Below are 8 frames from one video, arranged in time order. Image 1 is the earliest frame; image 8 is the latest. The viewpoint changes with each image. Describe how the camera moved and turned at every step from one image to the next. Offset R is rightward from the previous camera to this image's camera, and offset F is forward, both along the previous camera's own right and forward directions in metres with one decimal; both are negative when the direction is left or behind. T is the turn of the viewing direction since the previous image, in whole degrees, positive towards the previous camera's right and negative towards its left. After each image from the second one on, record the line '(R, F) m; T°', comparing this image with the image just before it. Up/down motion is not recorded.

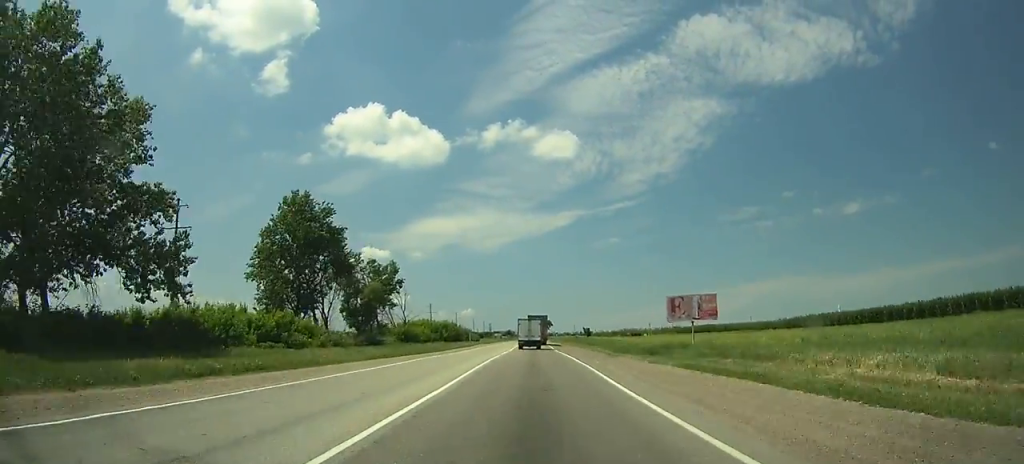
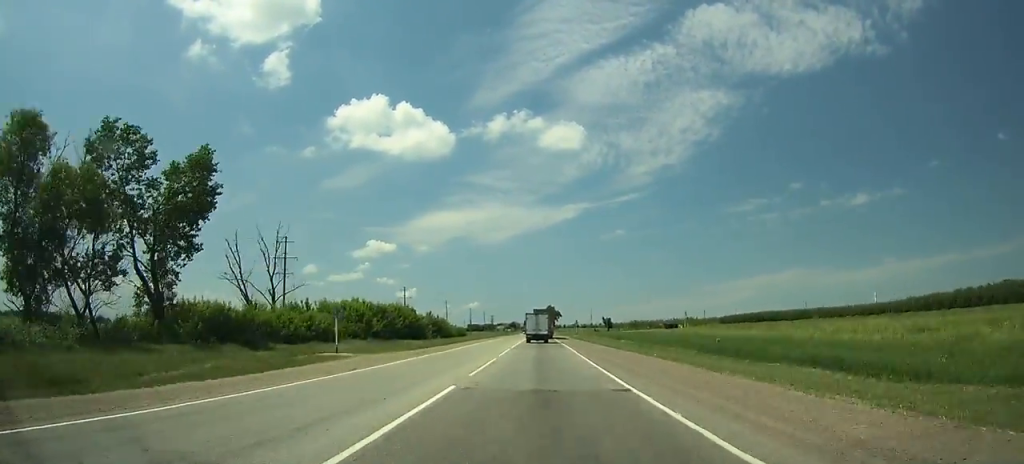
(+0.1, +69.1) m; 0°
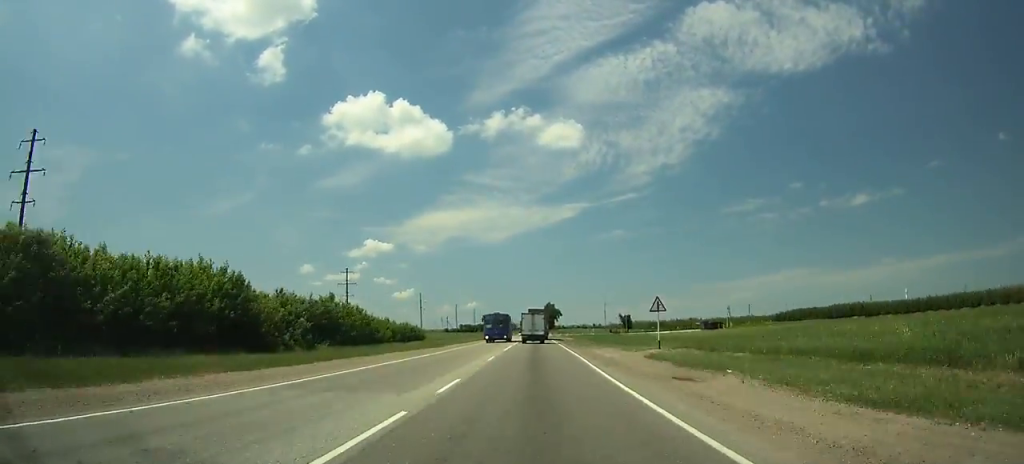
(-0.2, +64.2) m; 0°
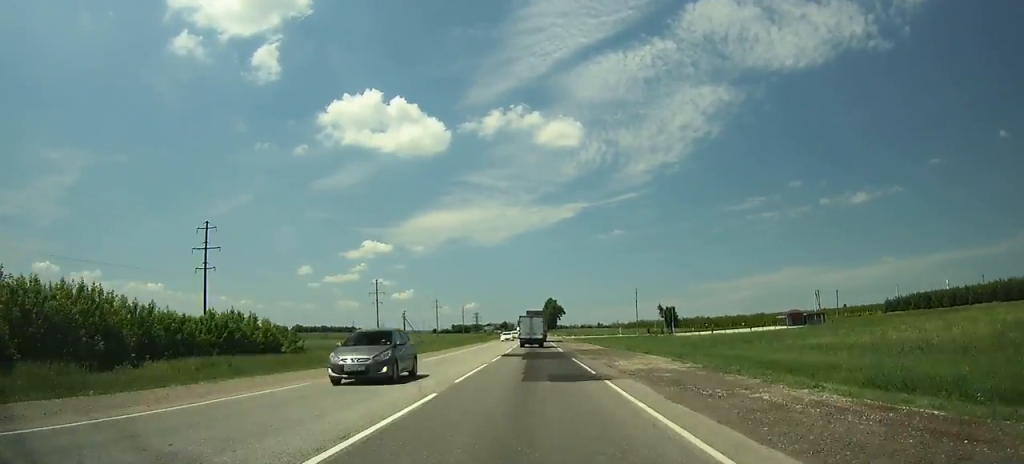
(+0.1, +67.7) m; 0°
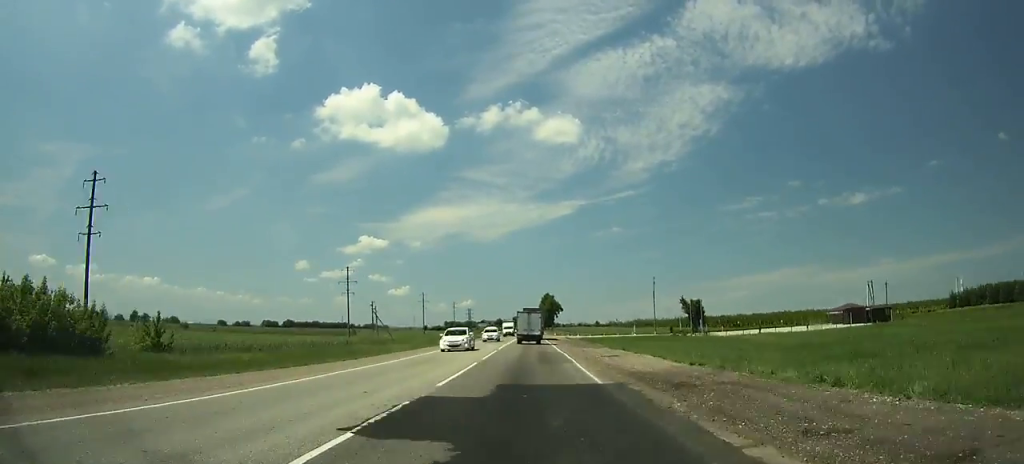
(-0.1, +26.5) m; 0°
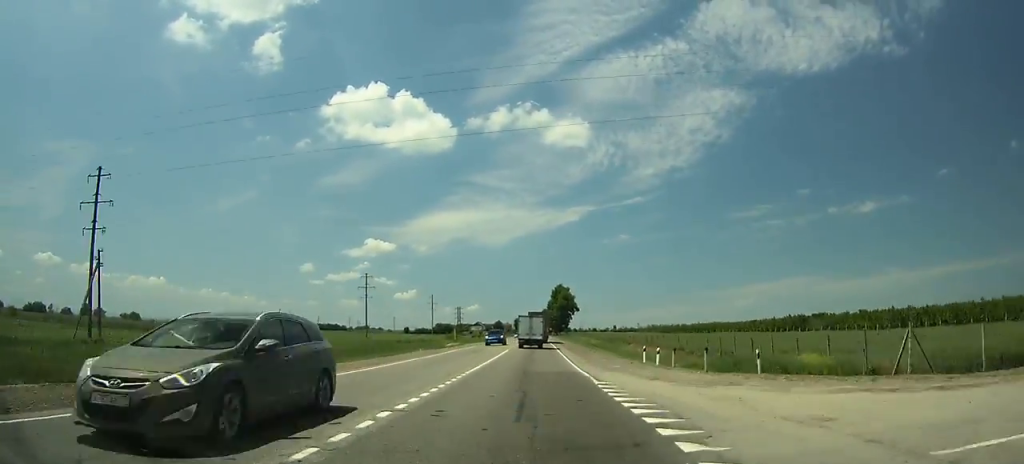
(-0.3, +101.5) m; 0°
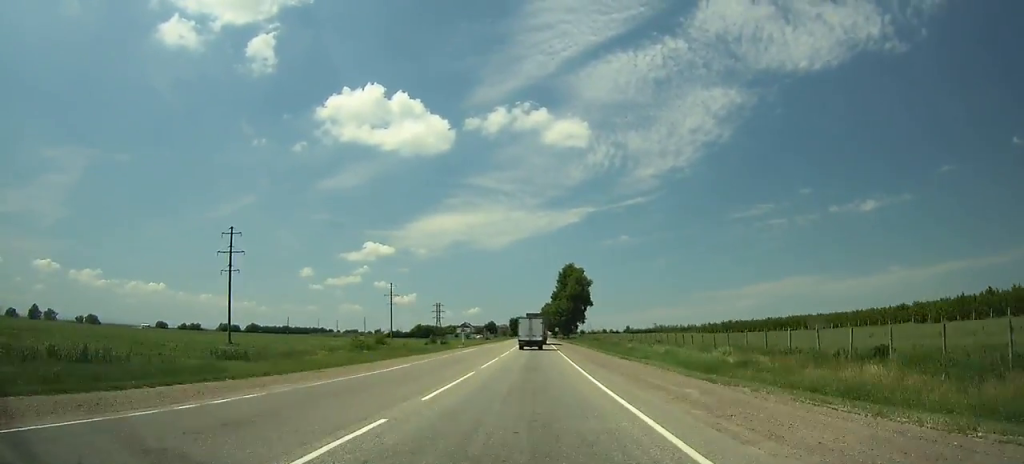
(0.0, +79.7) m; 0°
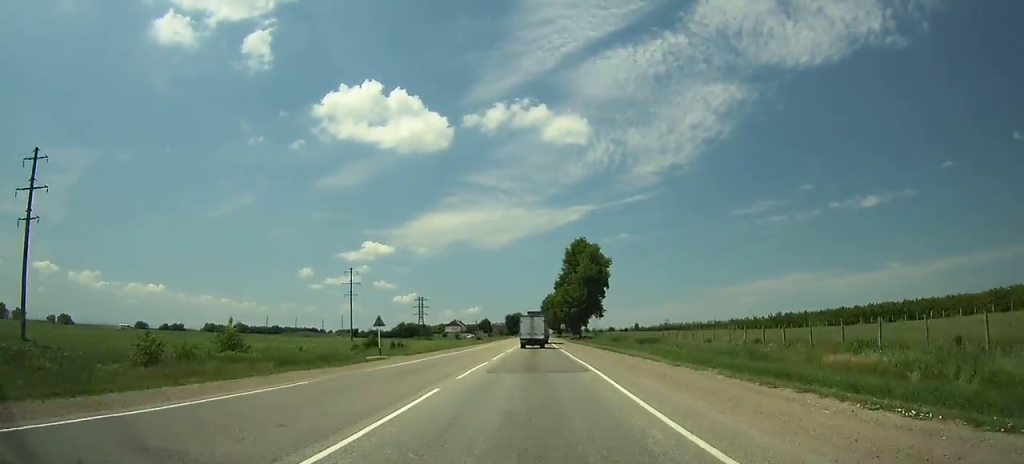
(+0.2, +43.1) m; 0°
